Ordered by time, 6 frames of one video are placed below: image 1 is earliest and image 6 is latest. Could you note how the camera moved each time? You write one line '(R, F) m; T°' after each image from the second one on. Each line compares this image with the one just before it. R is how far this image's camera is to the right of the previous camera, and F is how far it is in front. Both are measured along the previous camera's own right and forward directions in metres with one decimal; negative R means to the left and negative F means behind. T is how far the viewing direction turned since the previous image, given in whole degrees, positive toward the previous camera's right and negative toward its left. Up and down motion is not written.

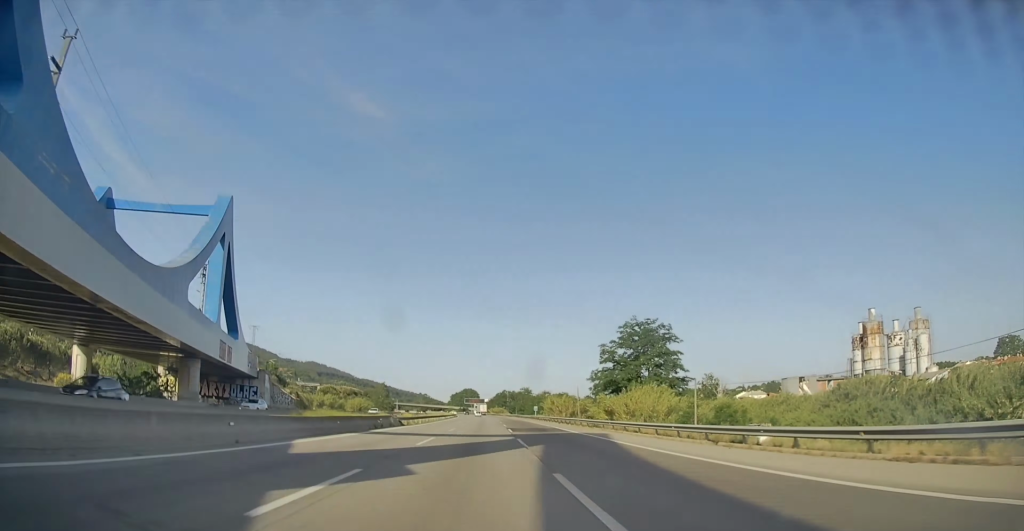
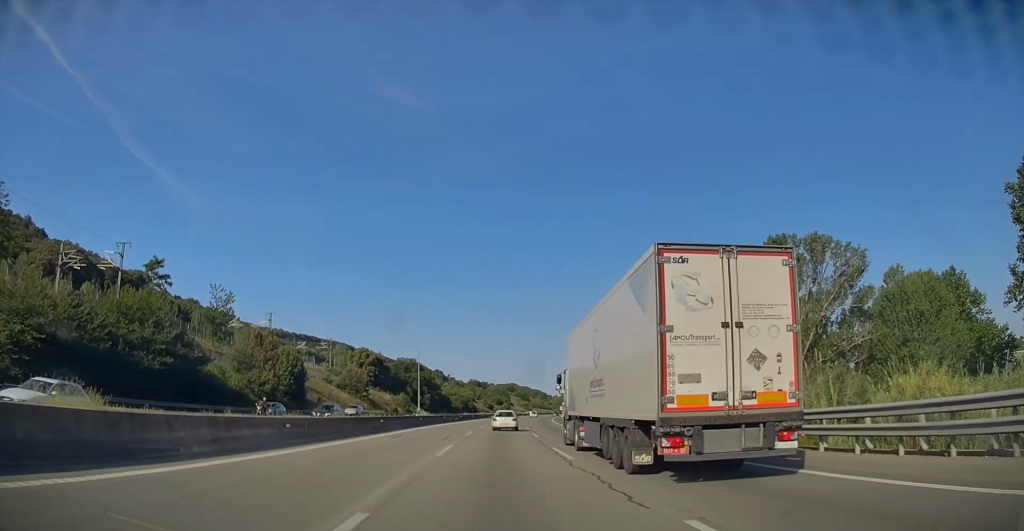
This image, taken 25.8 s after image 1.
(-28.6, +937.6) m; +8°
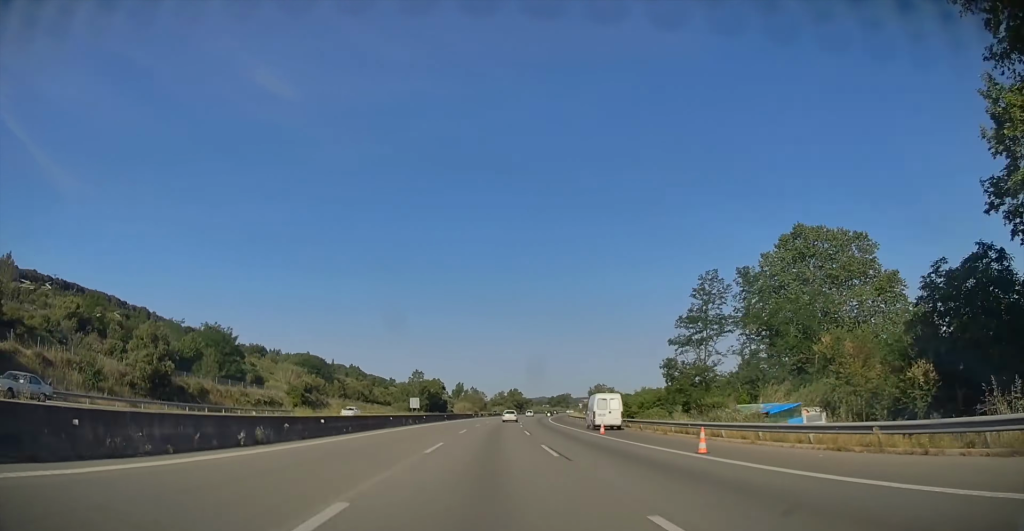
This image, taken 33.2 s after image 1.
(+27.9, +248.2) m; +12°
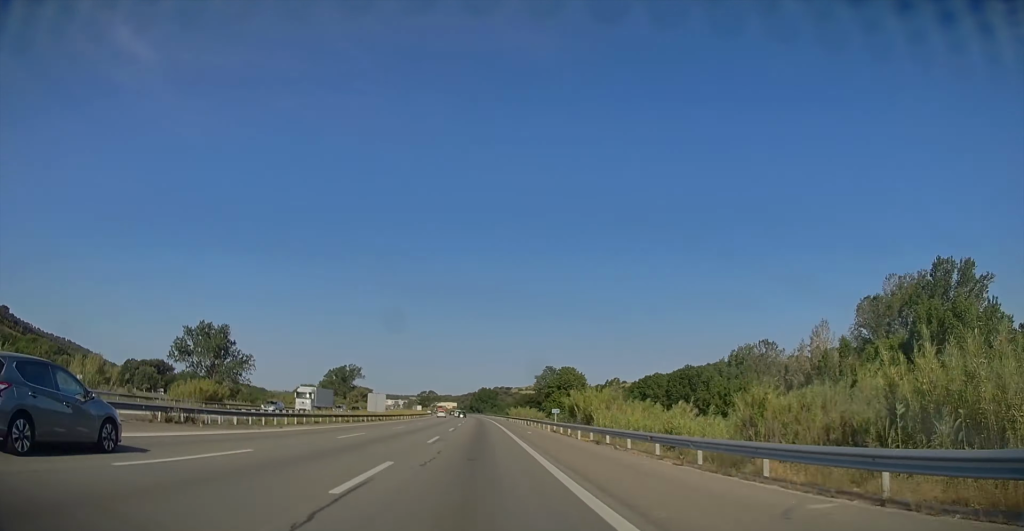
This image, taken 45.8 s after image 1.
(+53.3, +427.6) m; +6°
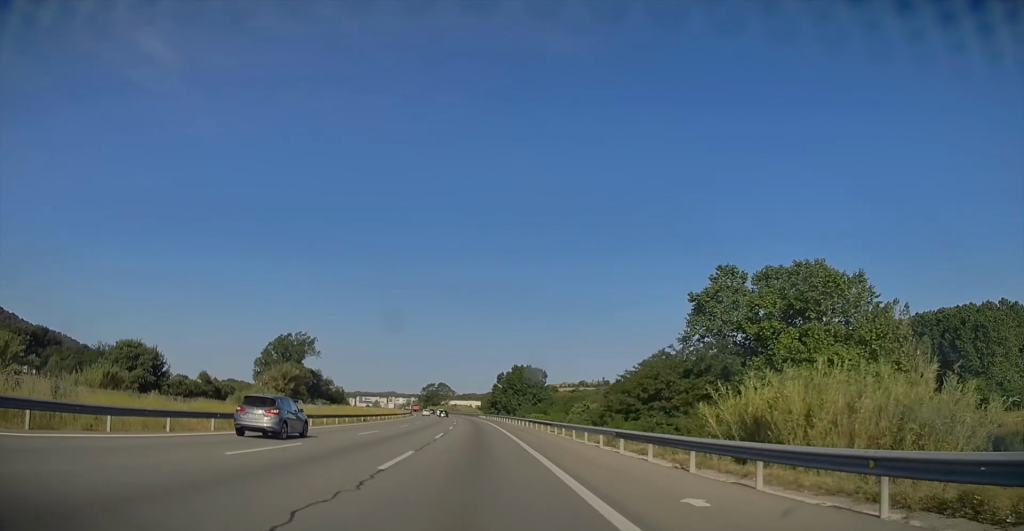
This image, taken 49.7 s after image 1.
(-6.8, +130.8) m; -5°
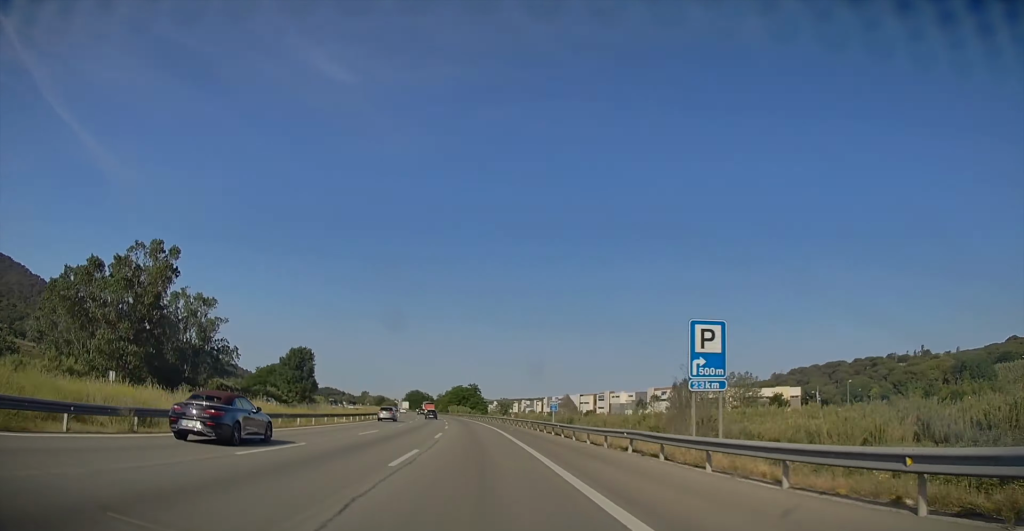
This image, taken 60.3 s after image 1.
(-46.1, +359.9) m; -17°
